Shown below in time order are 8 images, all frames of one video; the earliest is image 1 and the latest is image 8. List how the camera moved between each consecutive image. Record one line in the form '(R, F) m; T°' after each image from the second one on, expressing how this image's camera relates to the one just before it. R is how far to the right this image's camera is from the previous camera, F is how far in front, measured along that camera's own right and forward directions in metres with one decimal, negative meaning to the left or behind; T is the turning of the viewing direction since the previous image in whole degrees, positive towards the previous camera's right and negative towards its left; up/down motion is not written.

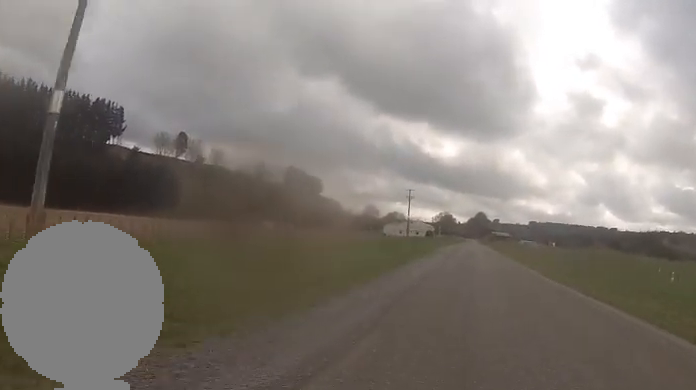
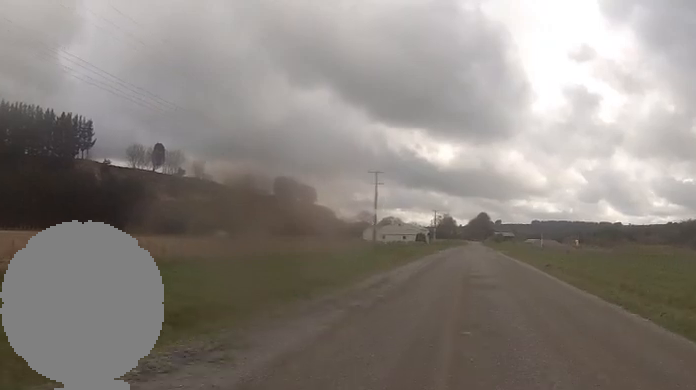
(-1.0, +29.7) m; -4°
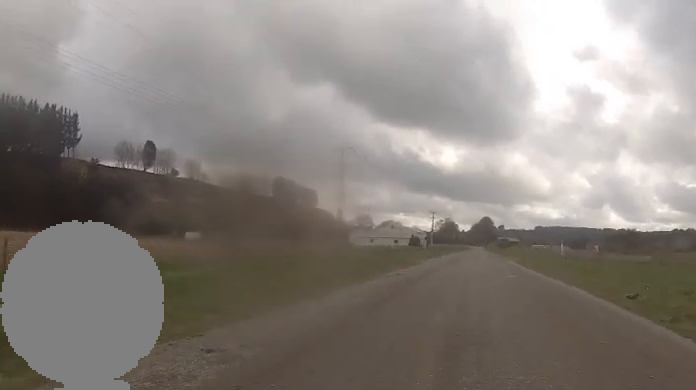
(-0.3, +16.3) m; 0°
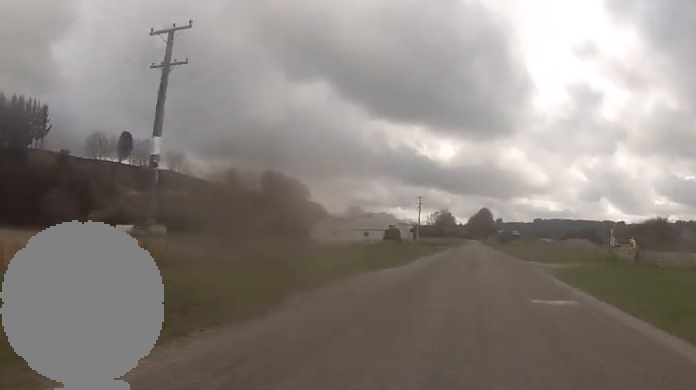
(+0.2, +24.7) m; +3°
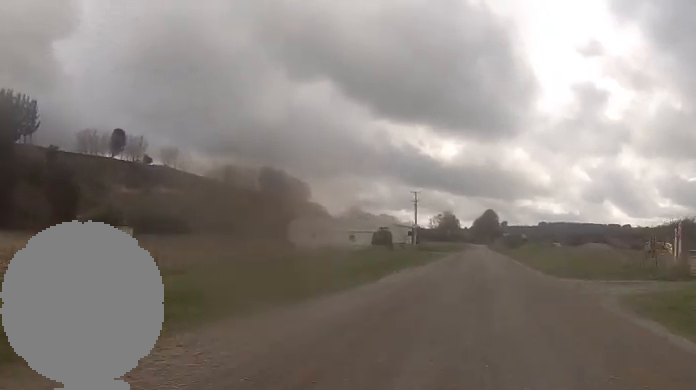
(+0.7, +12.0) m; 0°
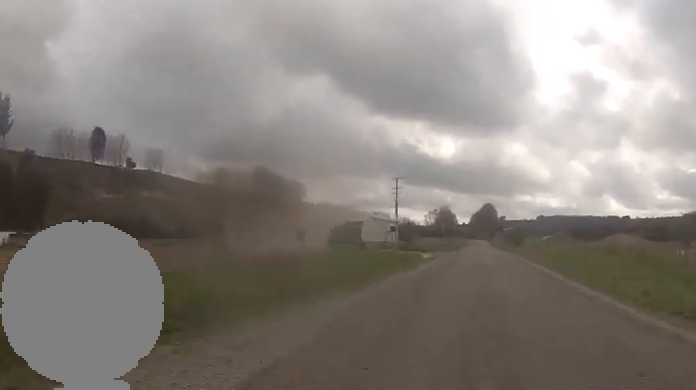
(+0.2, +17.6) m; 0°
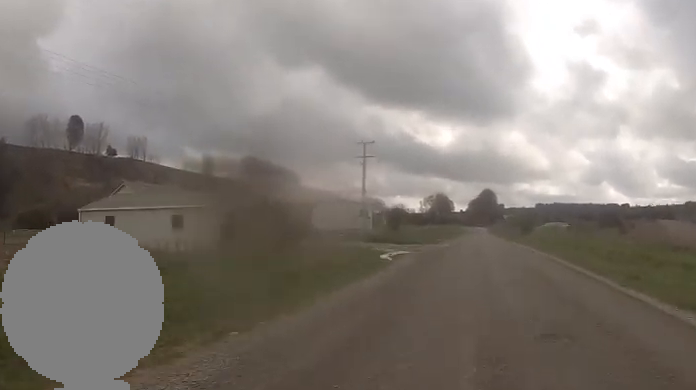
(-1.1, +18.5) m; 0°
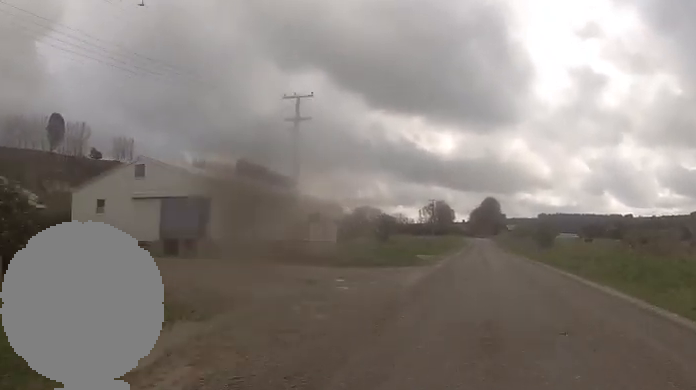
(+0.8, +18.4) m; 0°
